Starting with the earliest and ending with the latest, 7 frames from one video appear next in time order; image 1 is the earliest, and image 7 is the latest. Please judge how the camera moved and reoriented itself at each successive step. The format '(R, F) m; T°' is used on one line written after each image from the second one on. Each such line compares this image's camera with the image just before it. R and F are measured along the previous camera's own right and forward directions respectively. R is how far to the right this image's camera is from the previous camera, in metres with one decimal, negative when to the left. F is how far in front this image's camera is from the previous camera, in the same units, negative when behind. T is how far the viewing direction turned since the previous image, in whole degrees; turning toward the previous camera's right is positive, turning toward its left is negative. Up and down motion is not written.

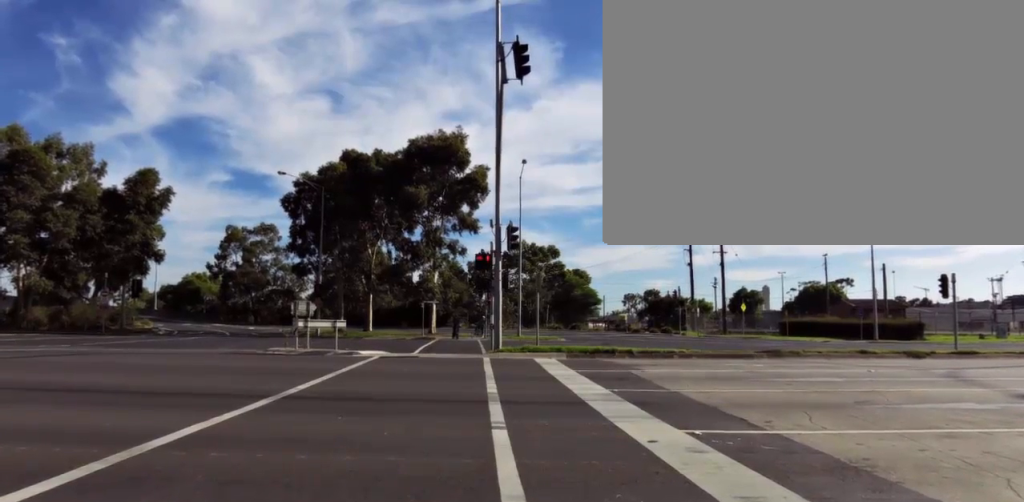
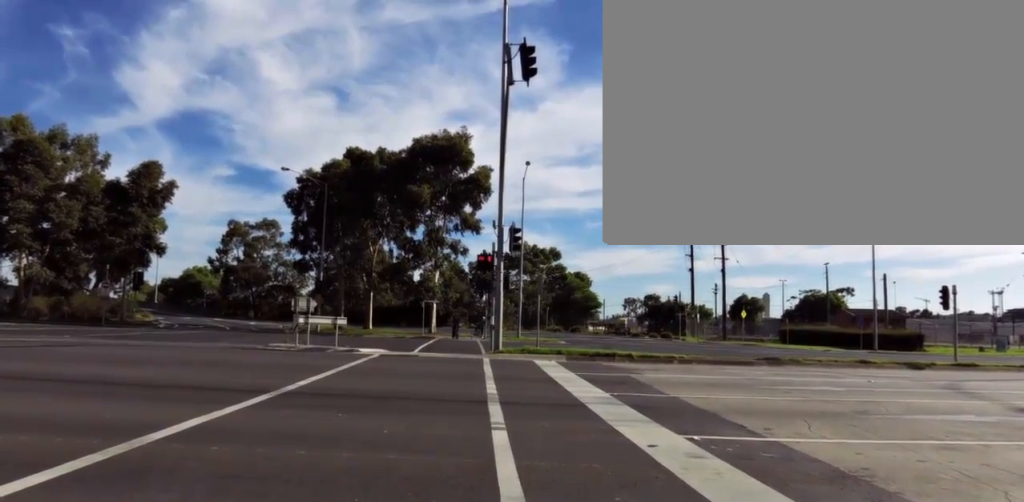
(0.0, 0.0) m; 0°
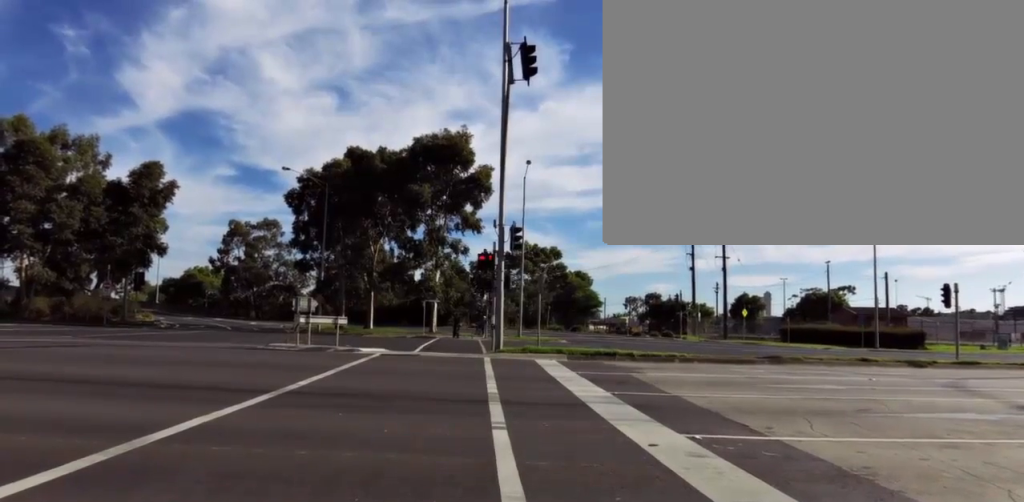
(0.0, 0.0) m; 0°
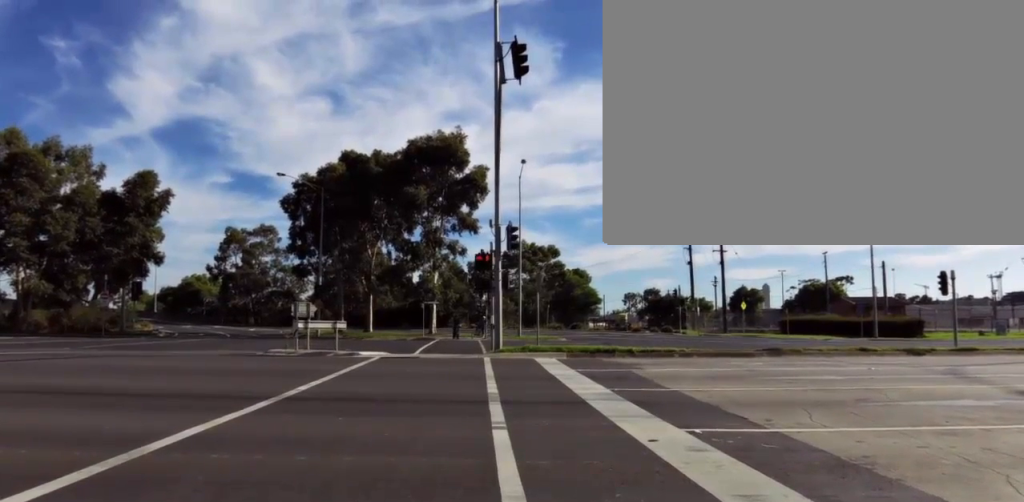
(0.0, 0.0) m; 0°
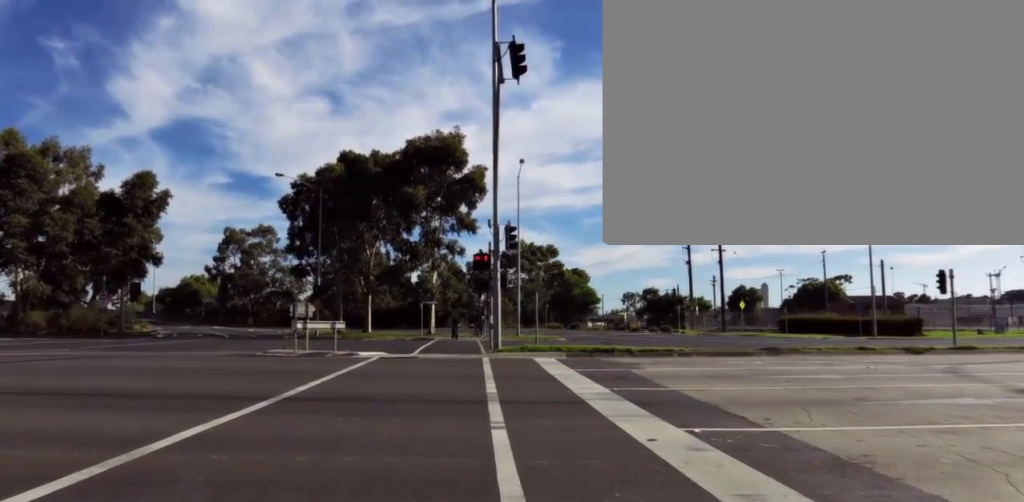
(0.0, 0.0) m; 0°
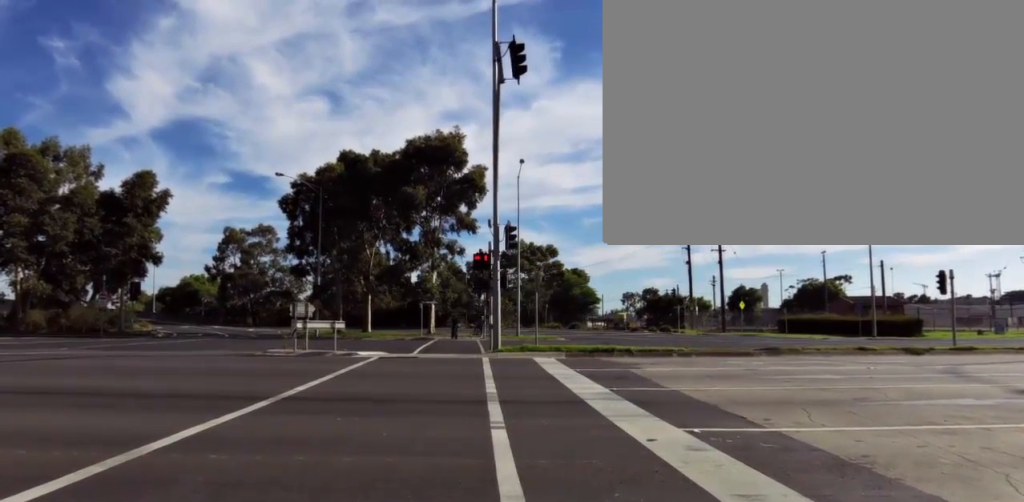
(0.0, 0.0) m; 0°
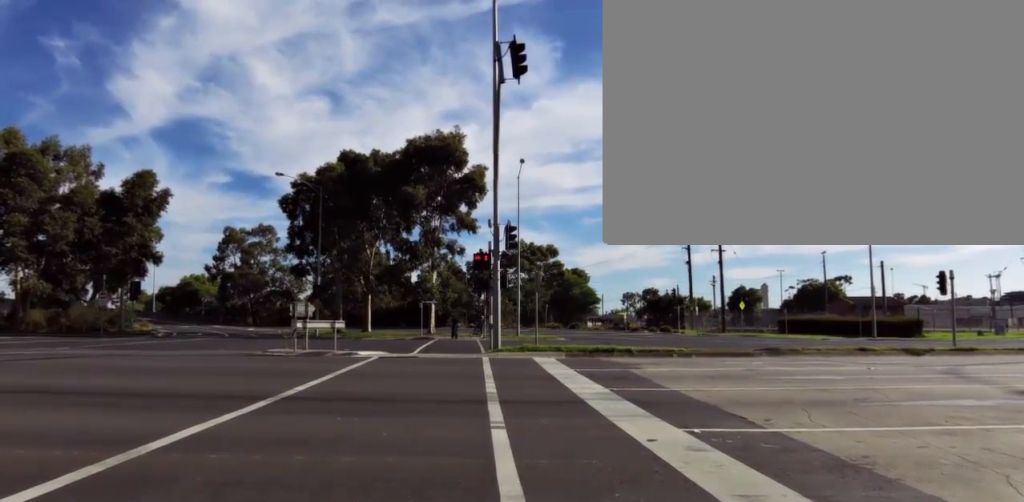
(0.0, 0.0) m; 0°
